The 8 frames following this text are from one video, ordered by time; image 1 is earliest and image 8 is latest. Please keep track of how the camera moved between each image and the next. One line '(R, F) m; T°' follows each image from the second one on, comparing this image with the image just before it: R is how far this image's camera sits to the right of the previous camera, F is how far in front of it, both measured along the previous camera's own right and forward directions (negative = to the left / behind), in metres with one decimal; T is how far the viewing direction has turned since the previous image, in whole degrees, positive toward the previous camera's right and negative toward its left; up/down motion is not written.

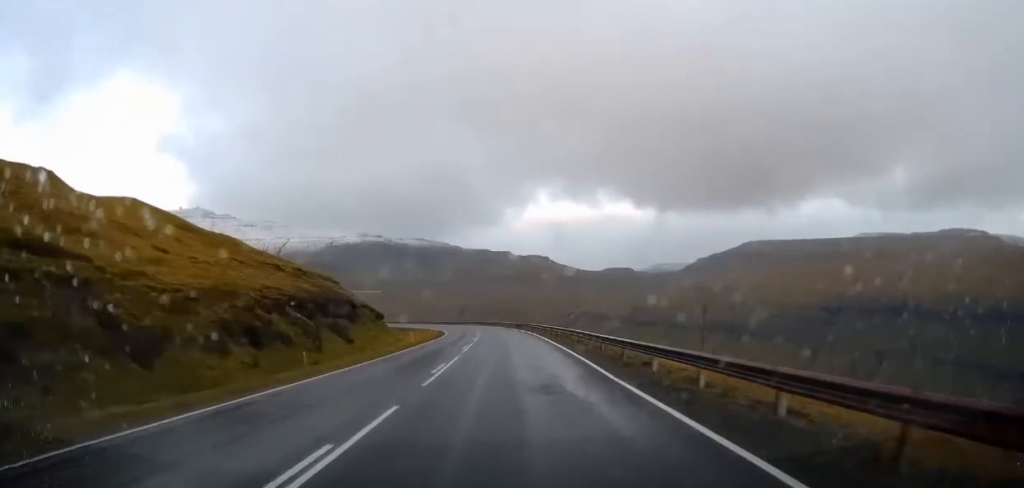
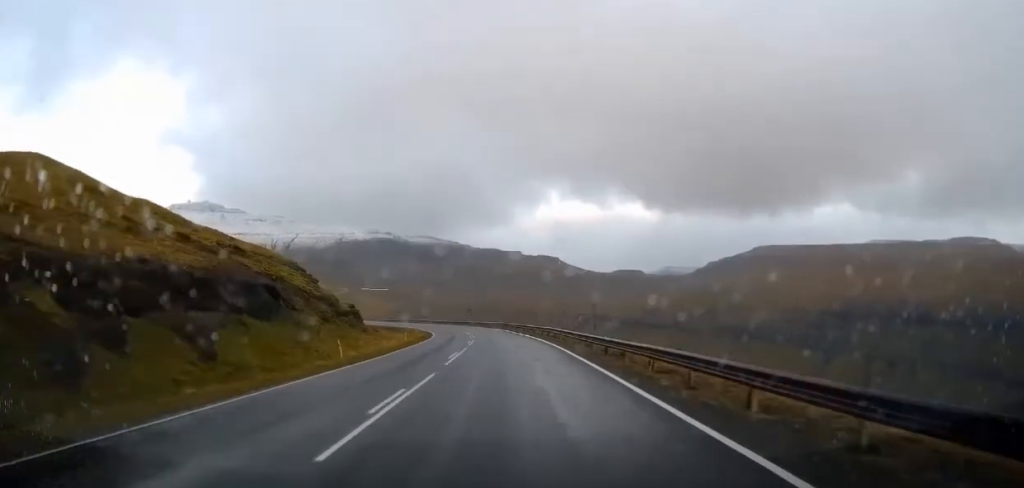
(0.0, +18.8) m; -1°
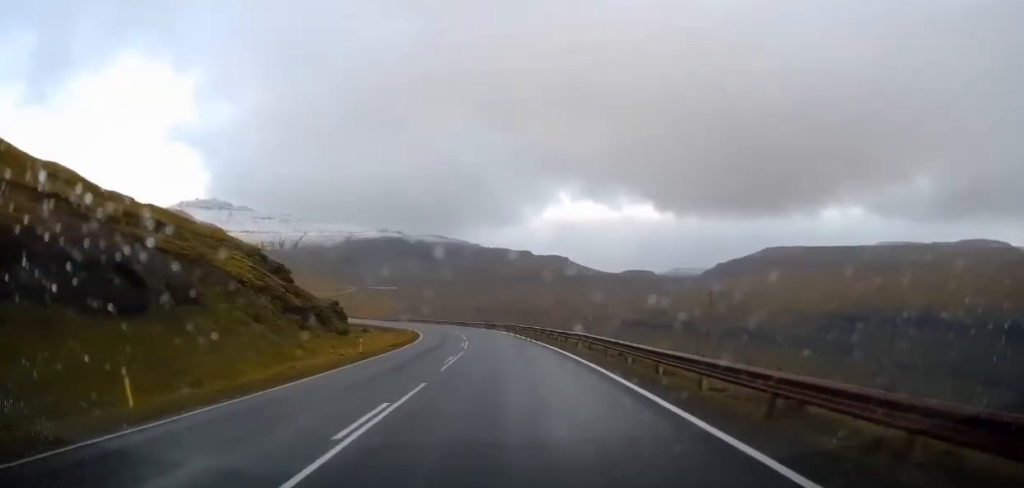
(-0.1, +14.2) m; 0°
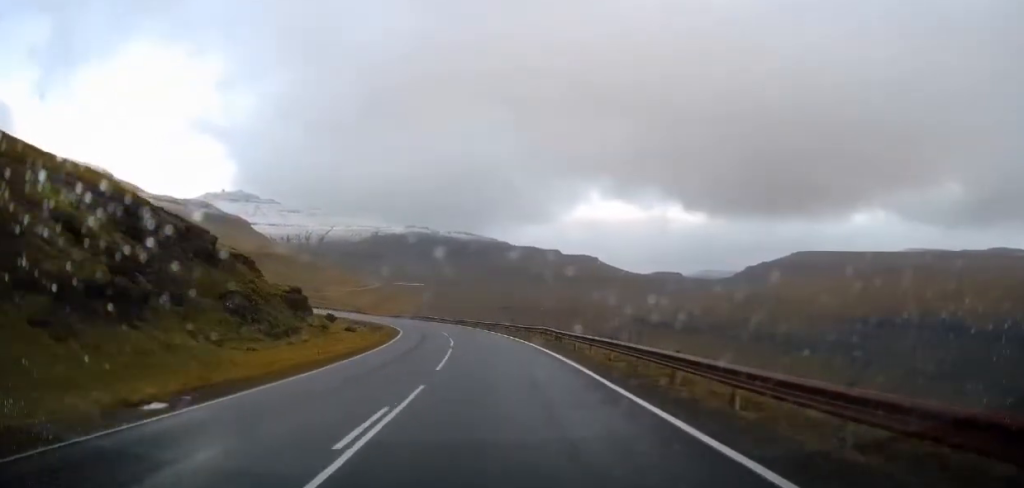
(+0.4, +24.8) m; 0°
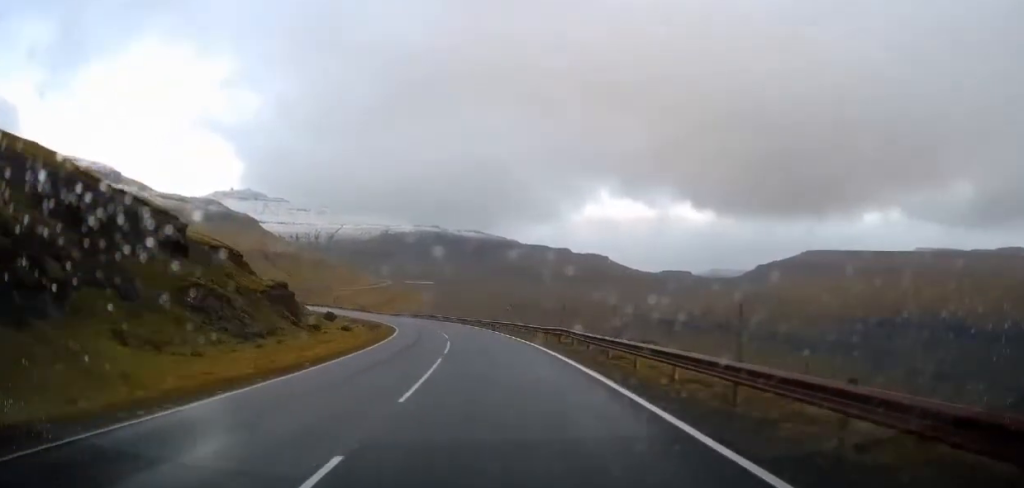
(-0.2, +6.3) m; -1°
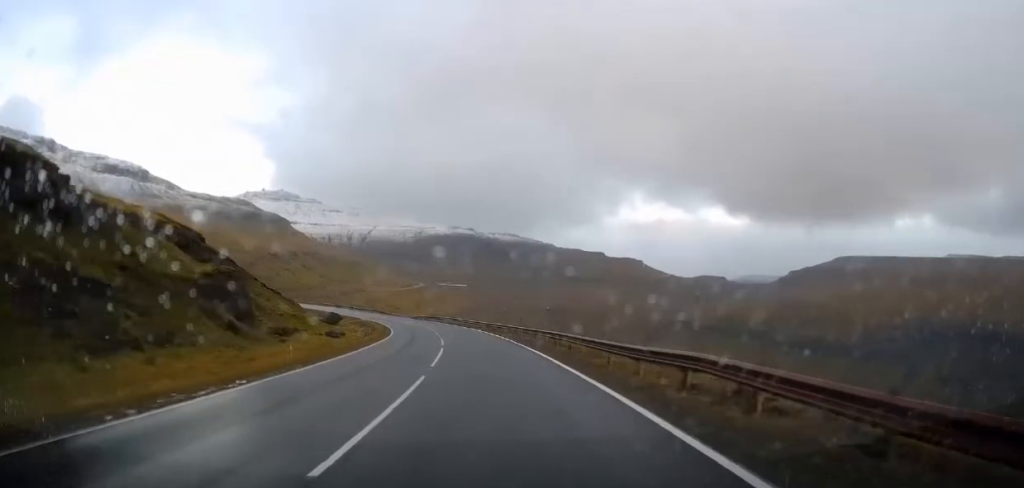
(-0.6, +16.3) m; -3°
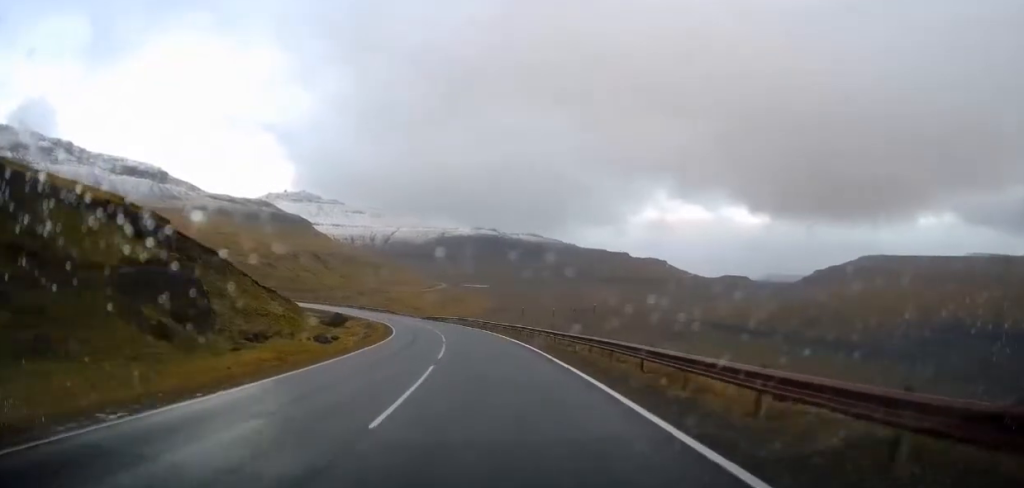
(-0.2, +9.5) m; -1°
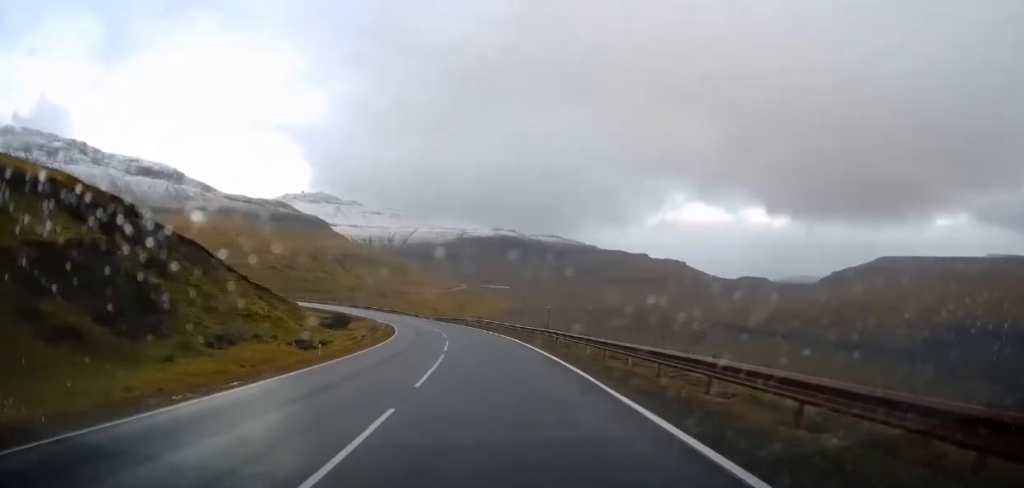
(0.0, +7.4) m; -2°
